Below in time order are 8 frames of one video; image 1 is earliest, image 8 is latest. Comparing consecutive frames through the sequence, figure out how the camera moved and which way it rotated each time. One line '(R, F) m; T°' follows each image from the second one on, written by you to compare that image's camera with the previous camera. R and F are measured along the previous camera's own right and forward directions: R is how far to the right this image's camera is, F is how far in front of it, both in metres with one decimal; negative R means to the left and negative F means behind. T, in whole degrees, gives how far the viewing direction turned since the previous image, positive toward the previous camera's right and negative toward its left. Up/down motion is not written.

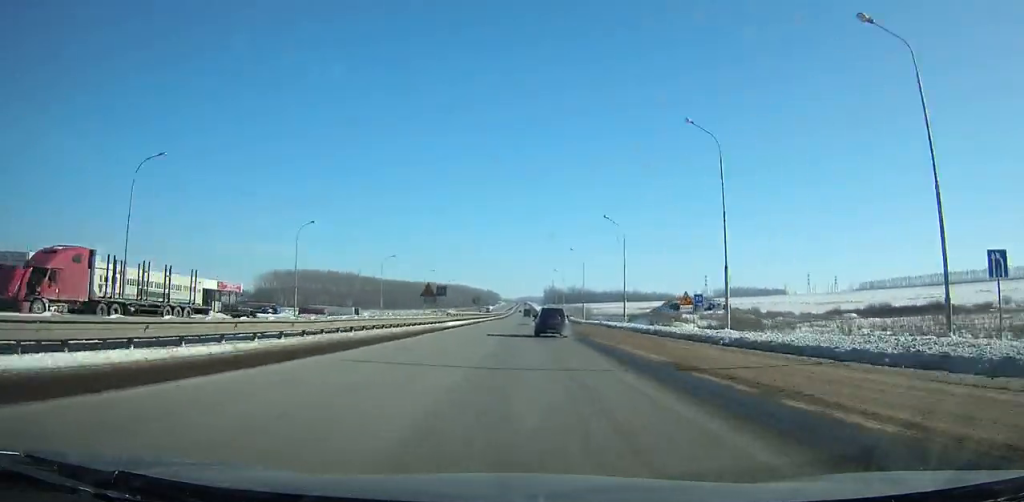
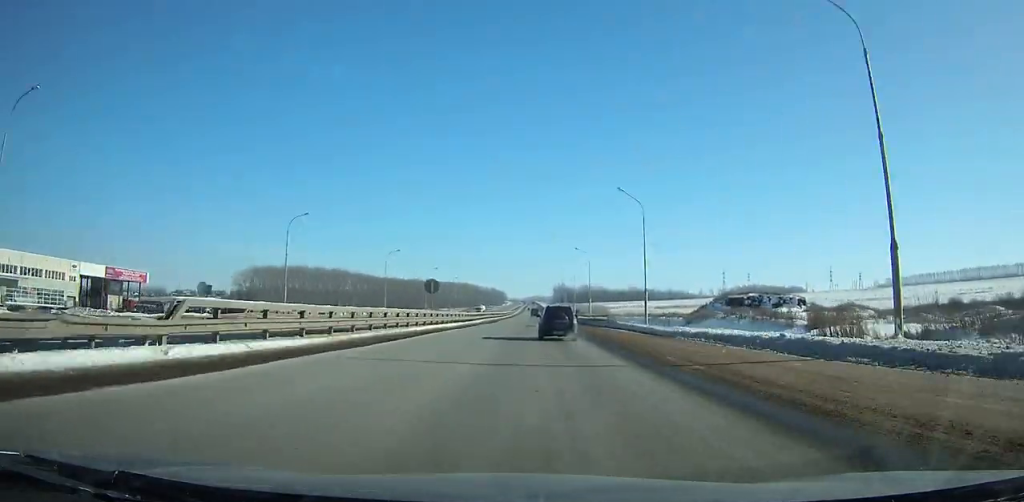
(0.0, +49.9) m; 0°
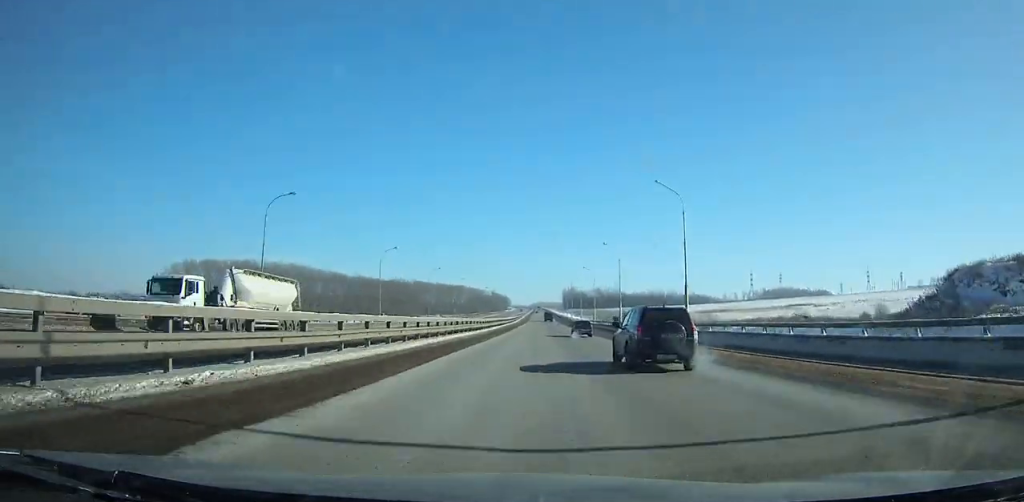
(-0.9, +94.3) m; 0°
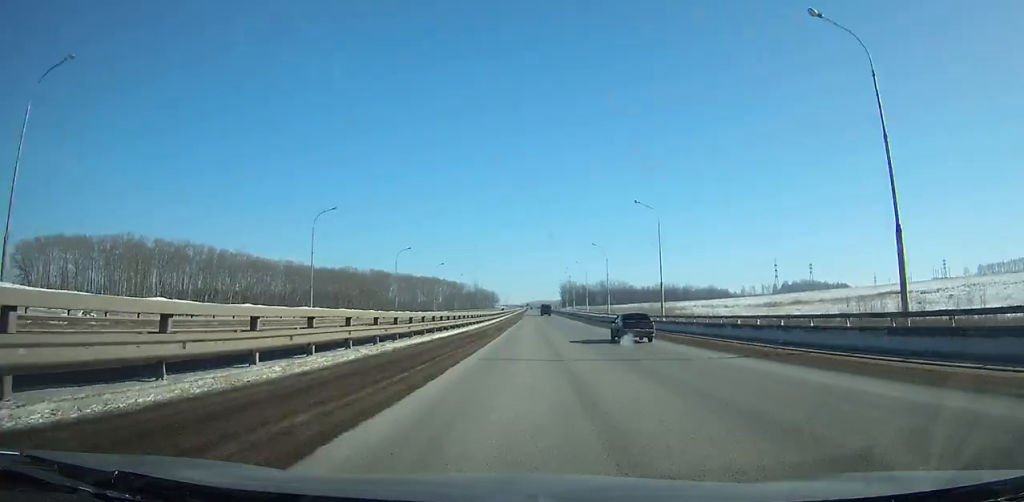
(+1.0, +107.8) m; +1°
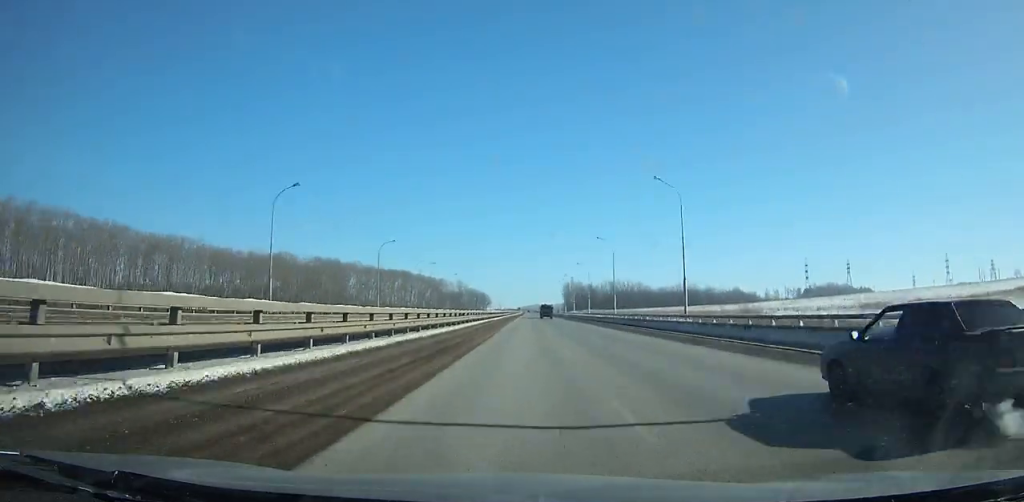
(+0.3, +87.1) m; 0°
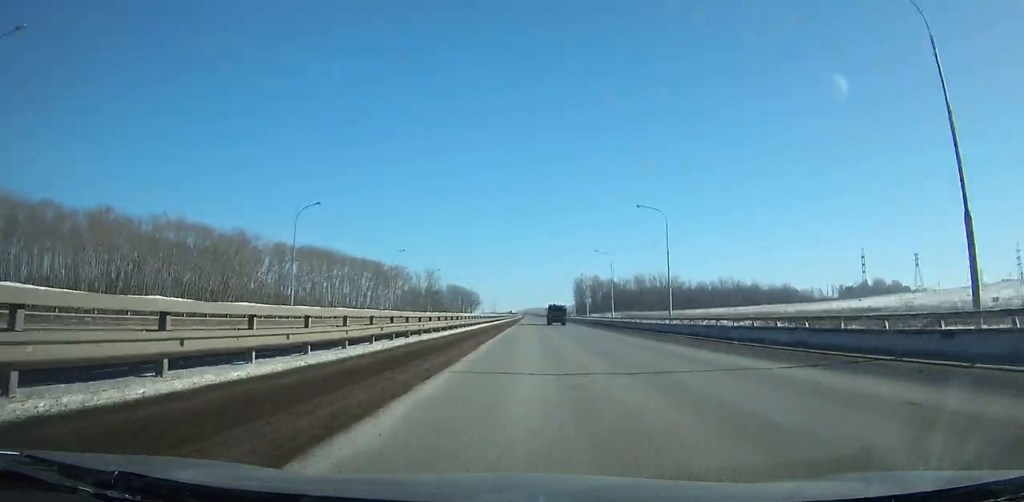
(+0.1, +113.4) m; 0°
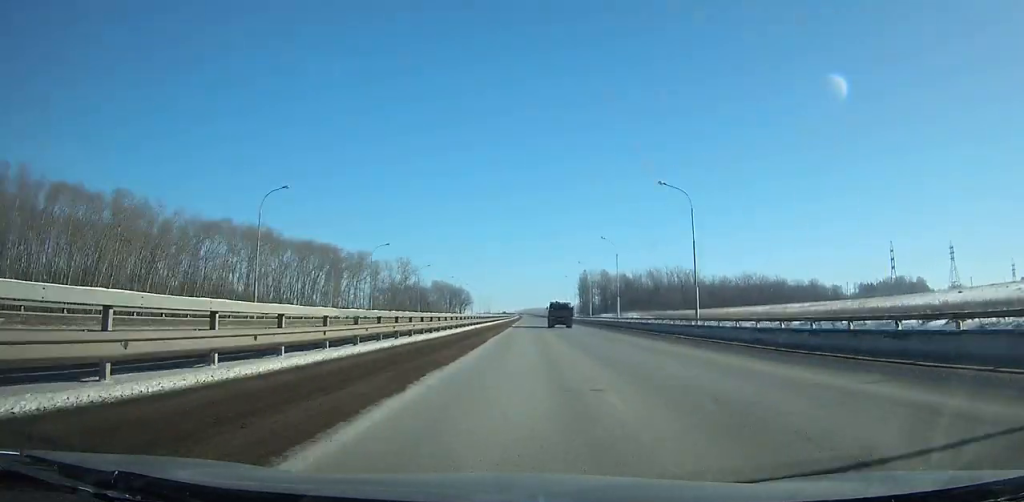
(0.0, +49.0) m; 0°
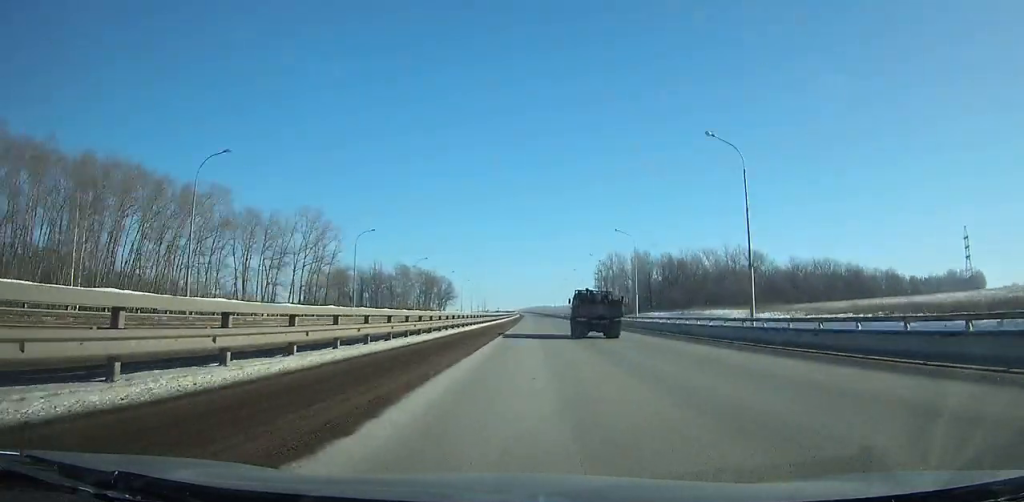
(+0.1, +90.1) m; 0°
